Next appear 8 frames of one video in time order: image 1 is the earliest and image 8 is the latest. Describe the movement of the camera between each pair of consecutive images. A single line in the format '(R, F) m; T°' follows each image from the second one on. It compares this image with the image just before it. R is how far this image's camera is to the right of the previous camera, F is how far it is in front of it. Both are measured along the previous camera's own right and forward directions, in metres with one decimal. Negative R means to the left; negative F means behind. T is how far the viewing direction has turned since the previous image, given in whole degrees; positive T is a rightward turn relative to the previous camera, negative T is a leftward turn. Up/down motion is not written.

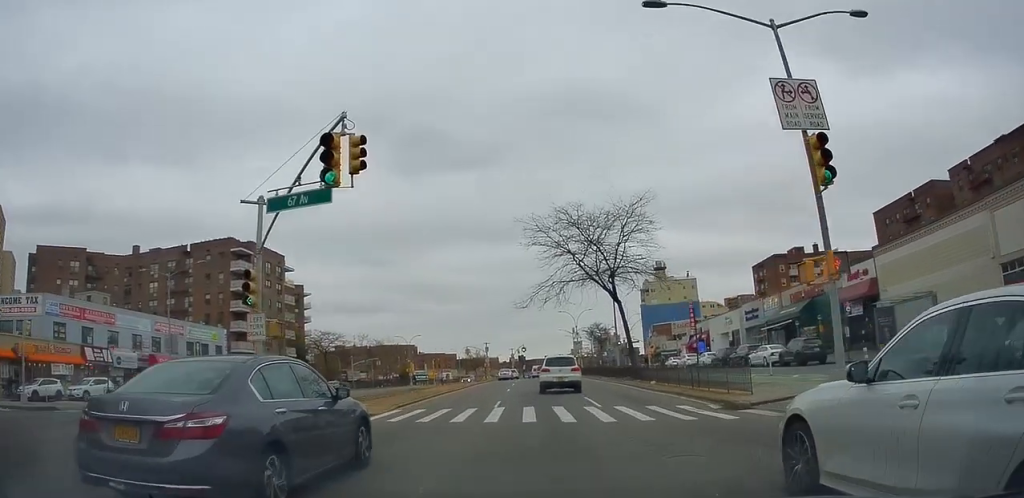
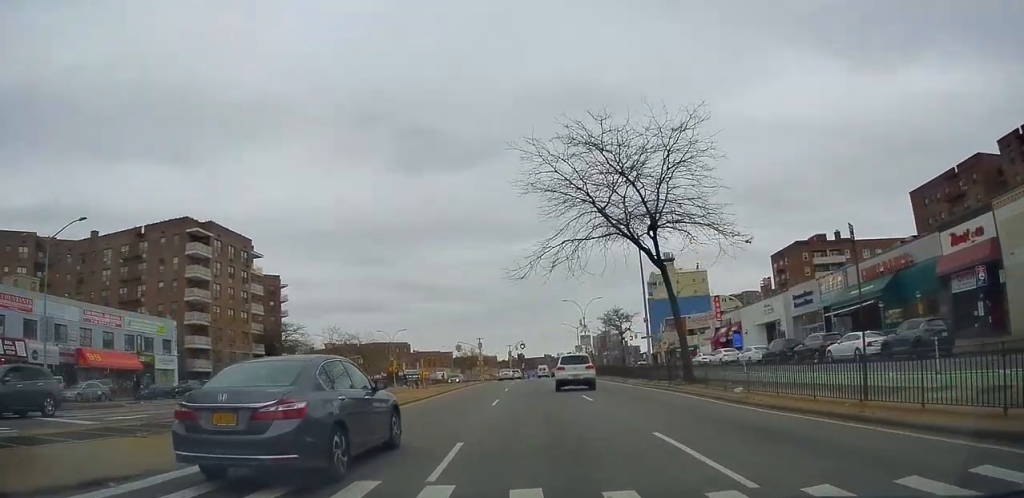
(-0.1, +11.8) m; 0°
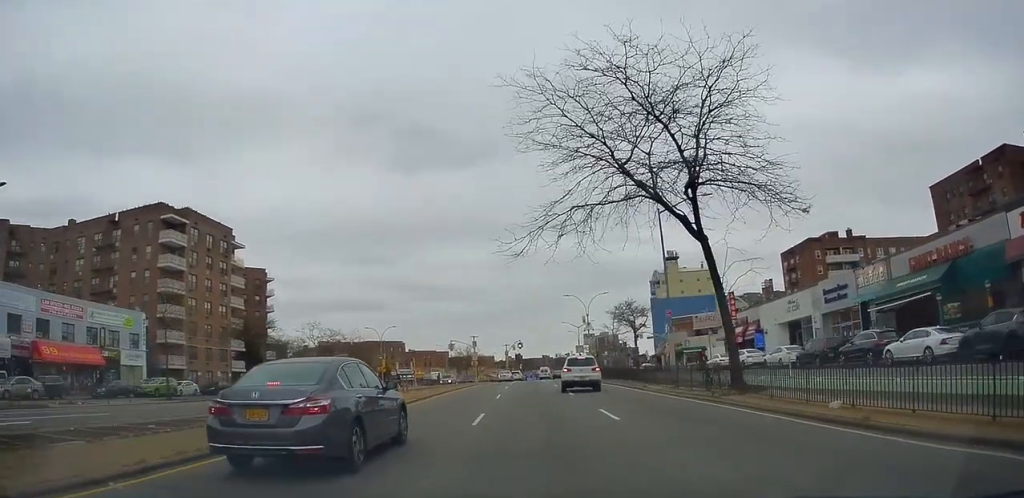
(+0.2, +6.0) m; +1°
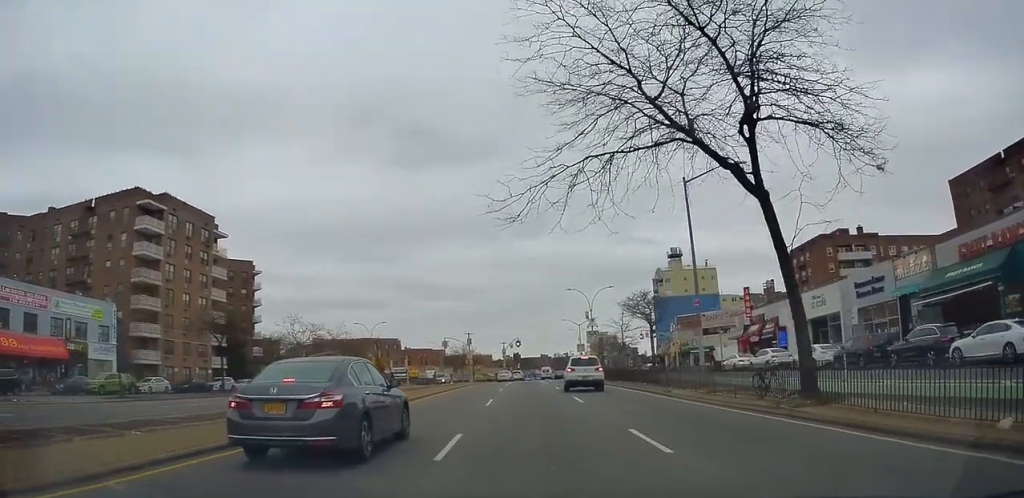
(-0.1, +5.3) m; 0°
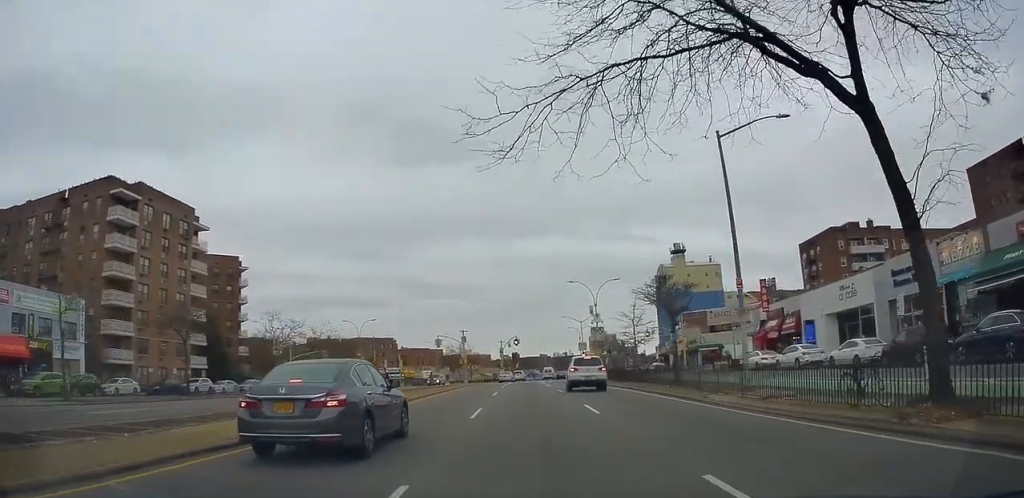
(0.0, +5.3) m; 0°
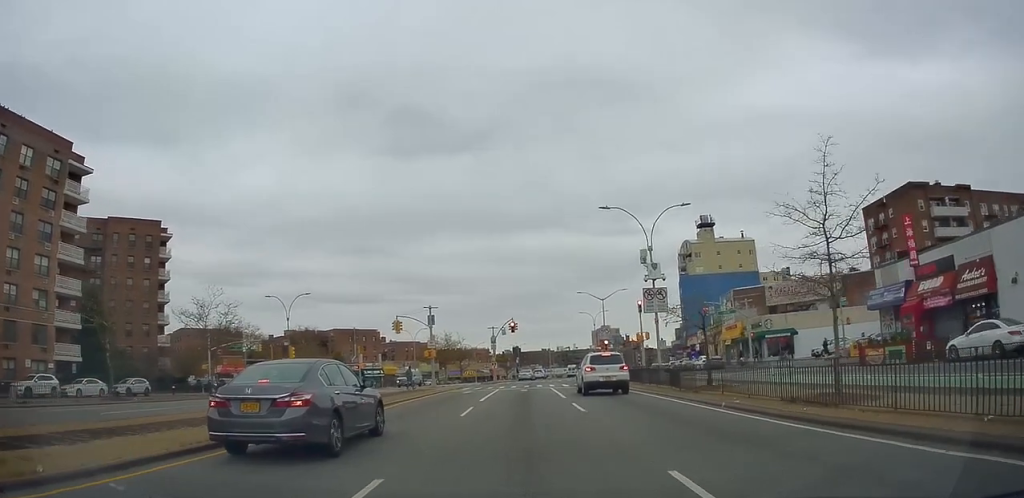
(-0.3, +26.6) m; -2°
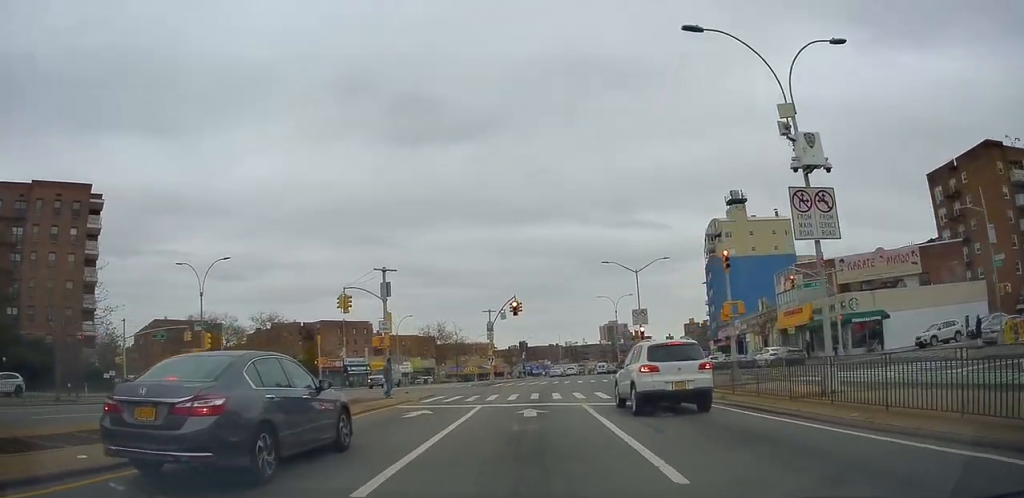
(-0.7, +20.9) m; -2°
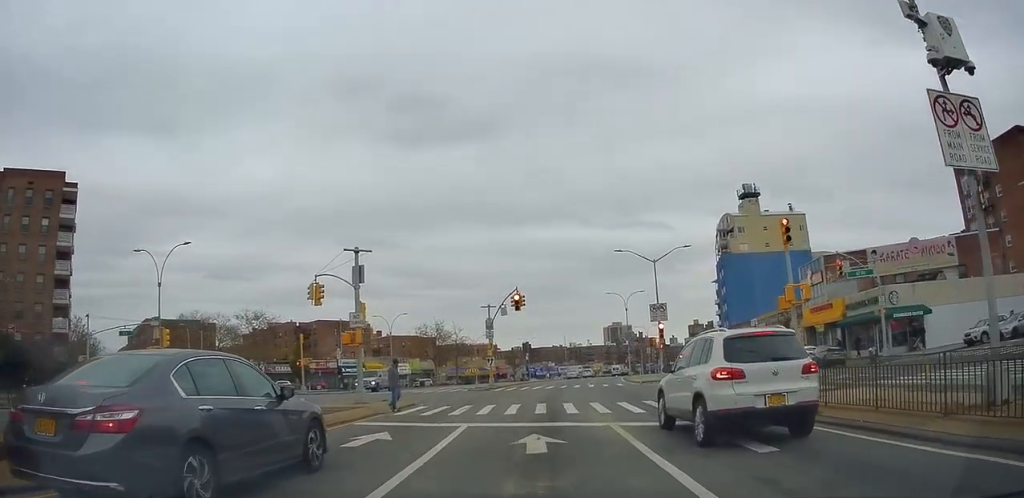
(+0.3, +8.1) m; +2°
